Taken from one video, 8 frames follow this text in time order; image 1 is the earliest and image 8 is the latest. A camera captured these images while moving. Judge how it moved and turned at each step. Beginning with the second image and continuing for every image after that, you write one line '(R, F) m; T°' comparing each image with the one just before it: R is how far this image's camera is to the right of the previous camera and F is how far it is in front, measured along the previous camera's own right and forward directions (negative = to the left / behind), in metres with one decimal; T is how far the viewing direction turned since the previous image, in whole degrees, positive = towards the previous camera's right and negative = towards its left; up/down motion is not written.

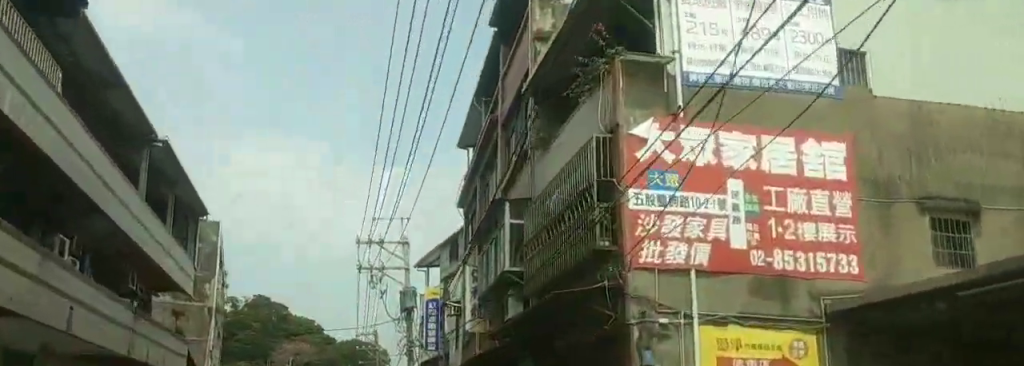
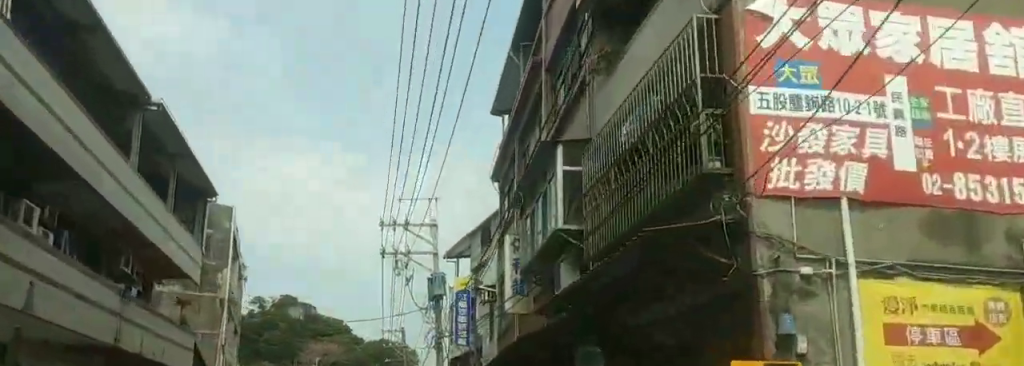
(+0.1, +3.7) m; -2°
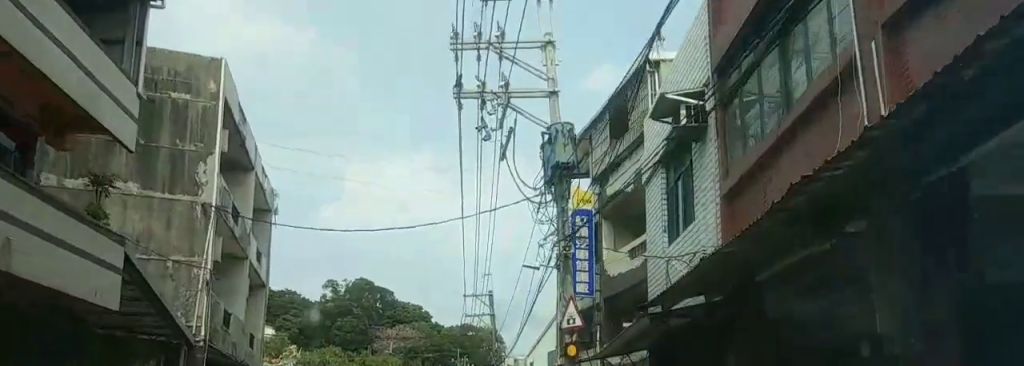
(-1.0, +14.7) m; -6°
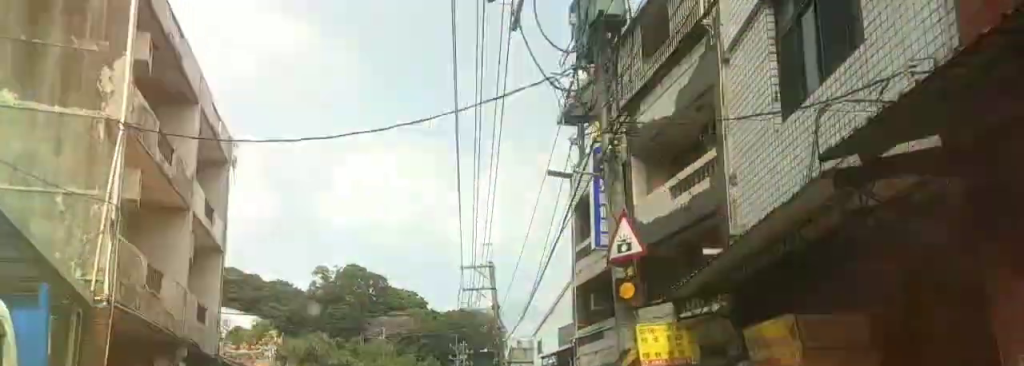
(0.0, +5.8) m; -1°
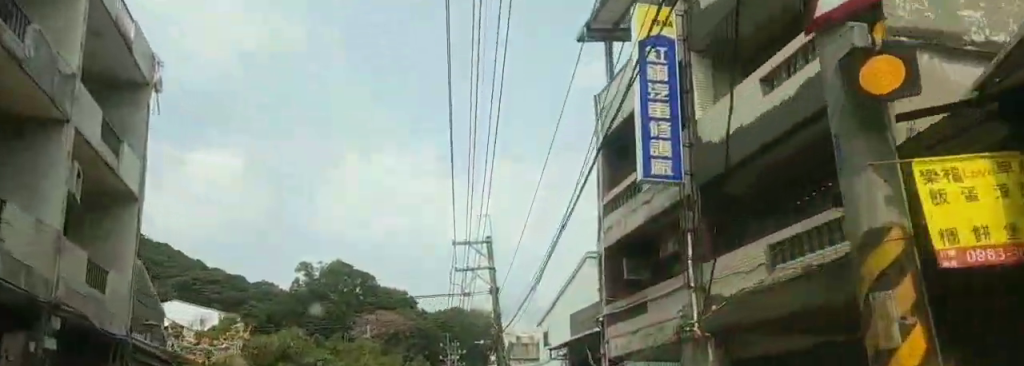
(-0.1, +7.3) m; -1°
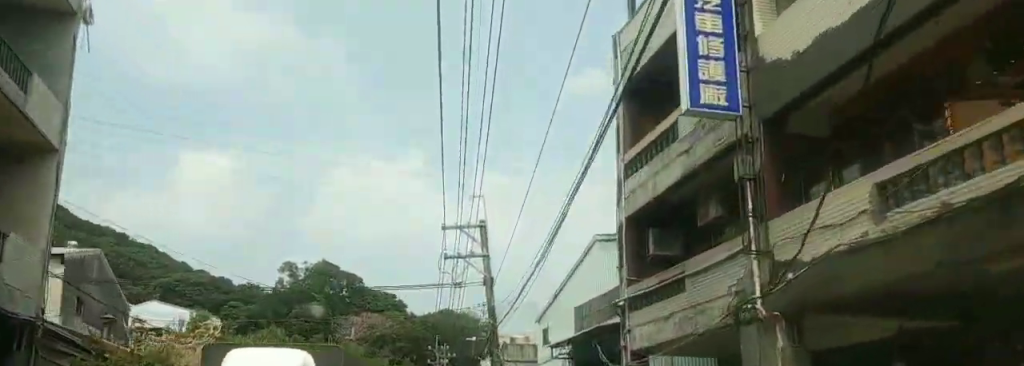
(0.0, +3.9) m; 0°
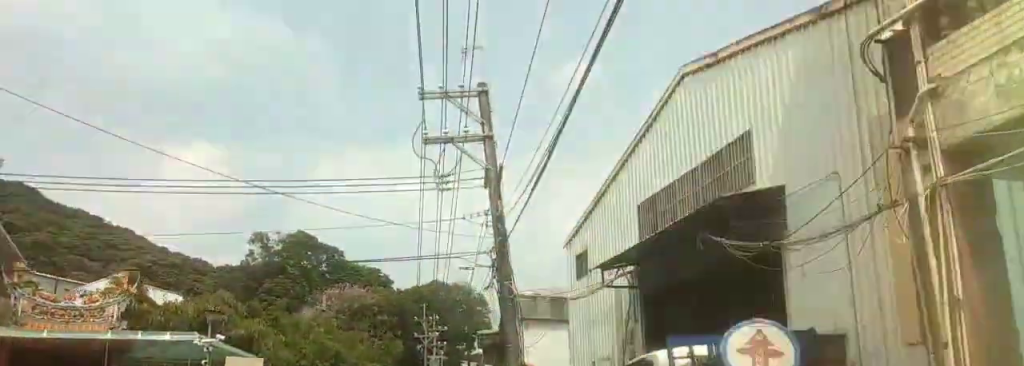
(0.0, +11.4) m; 0°
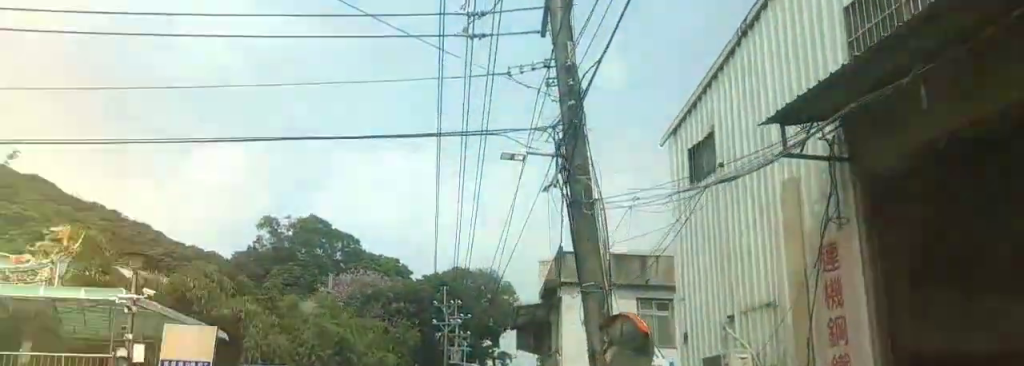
(0.0, +7.8) m; +1°
